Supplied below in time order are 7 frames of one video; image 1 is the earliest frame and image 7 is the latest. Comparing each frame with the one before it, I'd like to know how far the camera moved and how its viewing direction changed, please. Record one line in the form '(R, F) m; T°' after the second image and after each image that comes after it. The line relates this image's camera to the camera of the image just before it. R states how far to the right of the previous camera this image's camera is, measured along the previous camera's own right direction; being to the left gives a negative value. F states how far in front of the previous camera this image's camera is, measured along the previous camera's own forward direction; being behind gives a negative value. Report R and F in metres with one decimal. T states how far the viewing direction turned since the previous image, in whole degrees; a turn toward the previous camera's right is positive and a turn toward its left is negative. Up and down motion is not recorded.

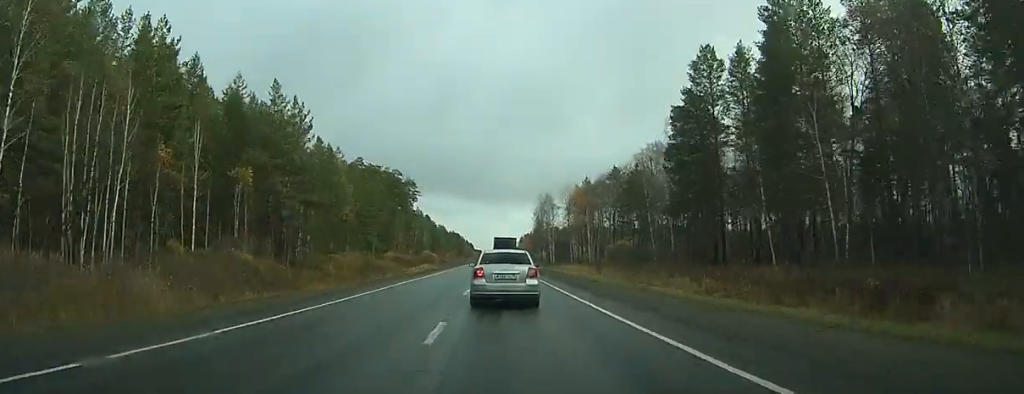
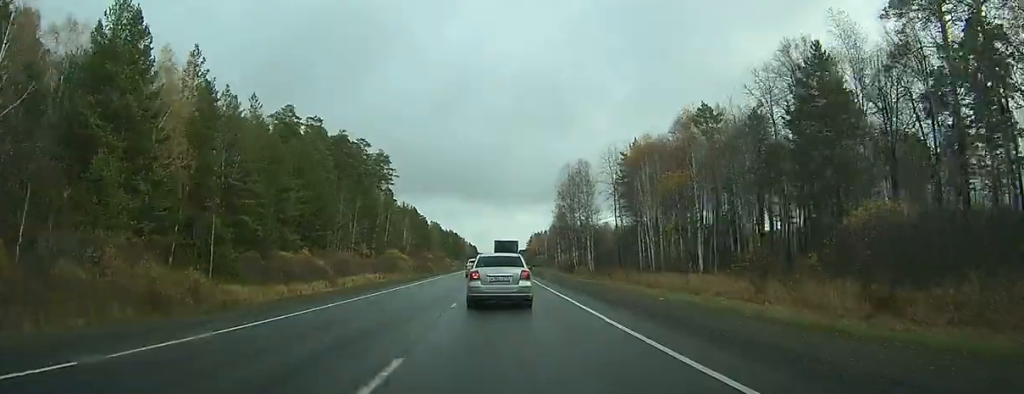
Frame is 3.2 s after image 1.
(+0.5, +62.4) m; 0°
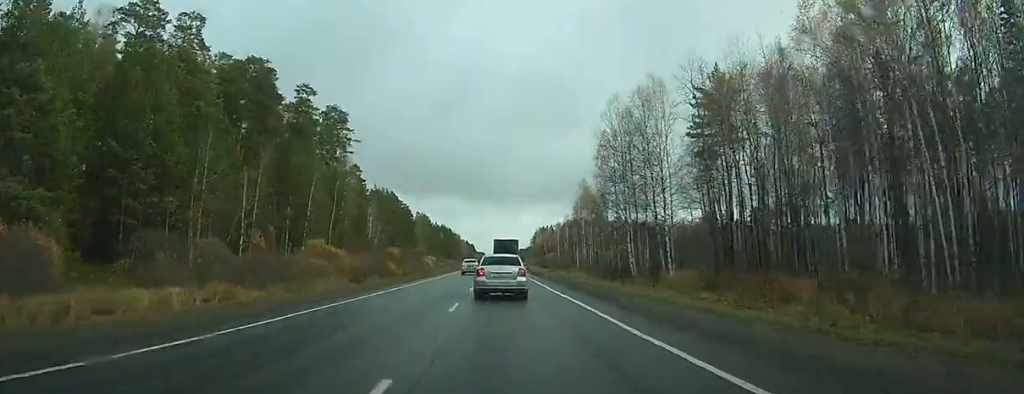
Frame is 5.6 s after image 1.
(-0.4, +47.7) m; 0°
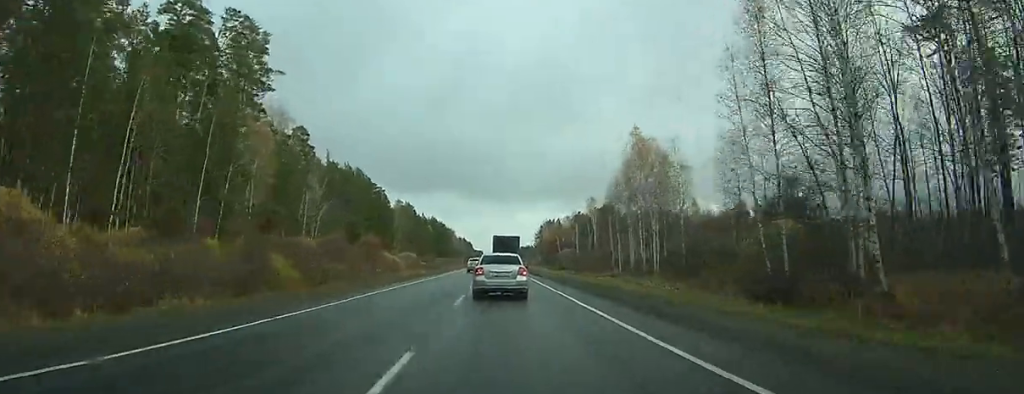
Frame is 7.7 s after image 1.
(+0.3, +45.3) m; +1°
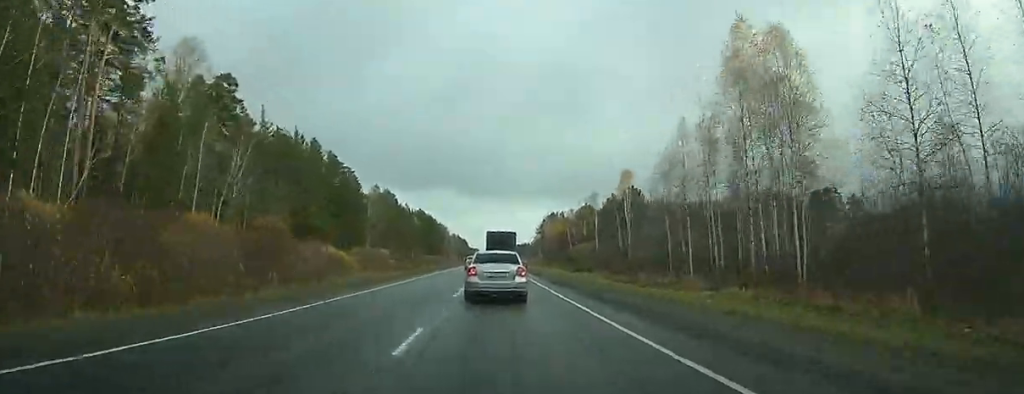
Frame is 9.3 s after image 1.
(+0.3, +32.5) m; 0°
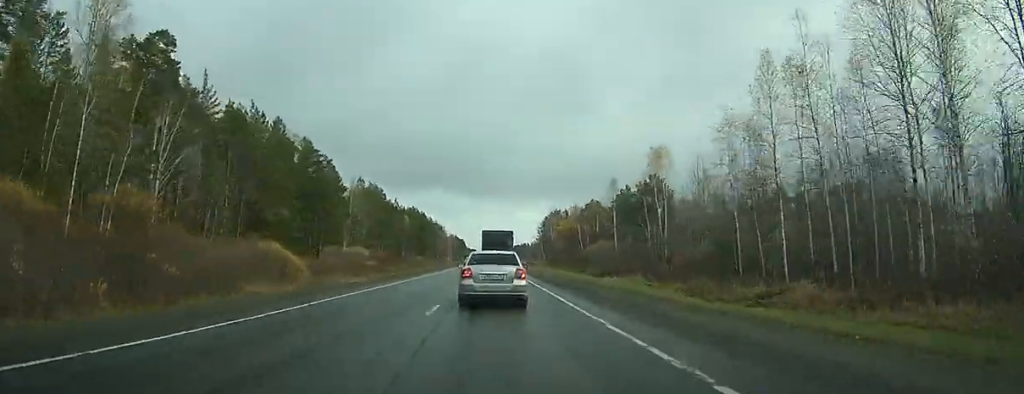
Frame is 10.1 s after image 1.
(-0.3, +17.9) m; 0°
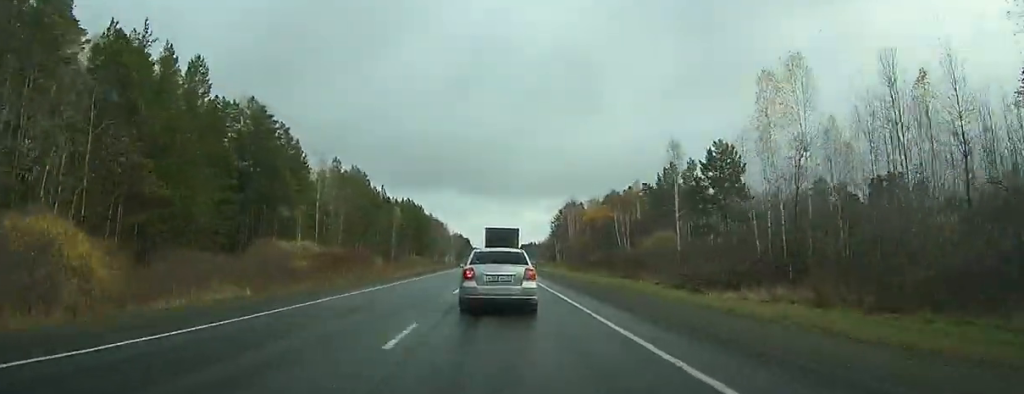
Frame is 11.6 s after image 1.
(-0.1, +29.3) m; 0°
